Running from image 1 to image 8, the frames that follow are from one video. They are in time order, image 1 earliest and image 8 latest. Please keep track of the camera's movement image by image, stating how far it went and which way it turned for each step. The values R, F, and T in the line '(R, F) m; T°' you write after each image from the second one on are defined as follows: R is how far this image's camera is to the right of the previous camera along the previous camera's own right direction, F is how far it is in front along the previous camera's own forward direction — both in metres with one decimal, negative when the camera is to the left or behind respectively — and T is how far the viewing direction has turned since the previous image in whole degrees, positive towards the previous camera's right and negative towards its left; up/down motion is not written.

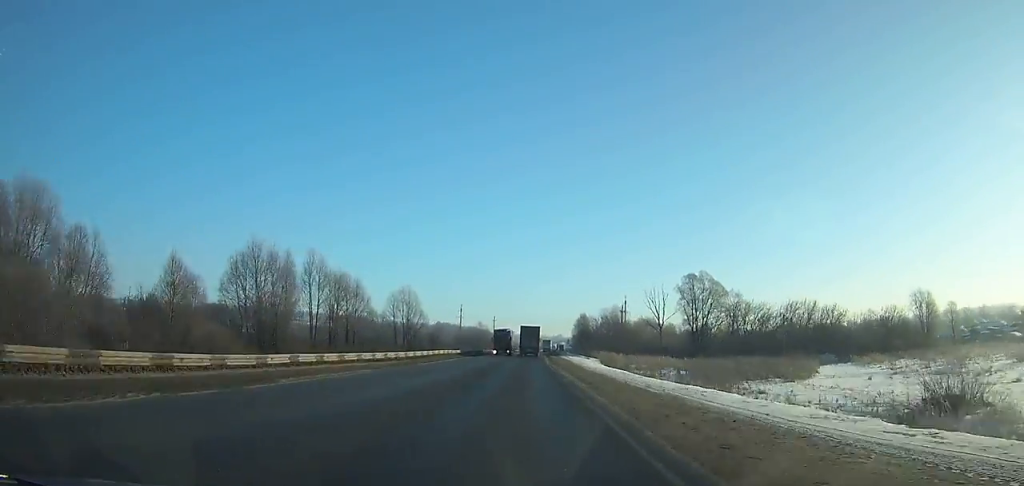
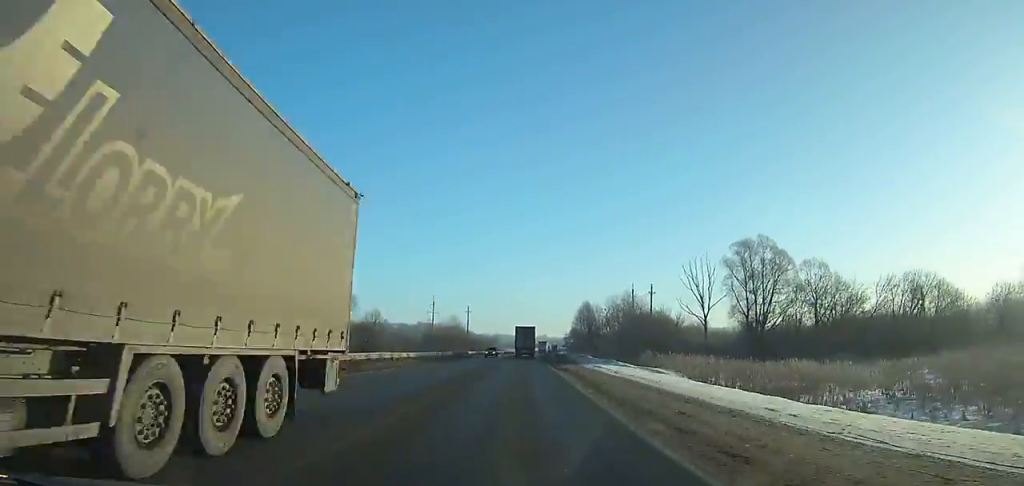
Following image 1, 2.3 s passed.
(+0.3, +41.4) m; +1°
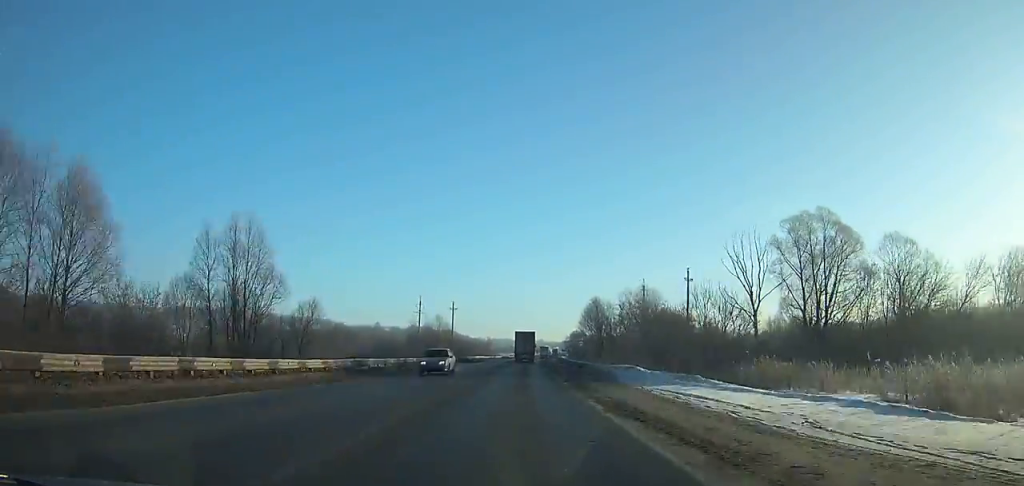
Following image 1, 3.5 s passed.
(0.0, +21.5) m; +1°
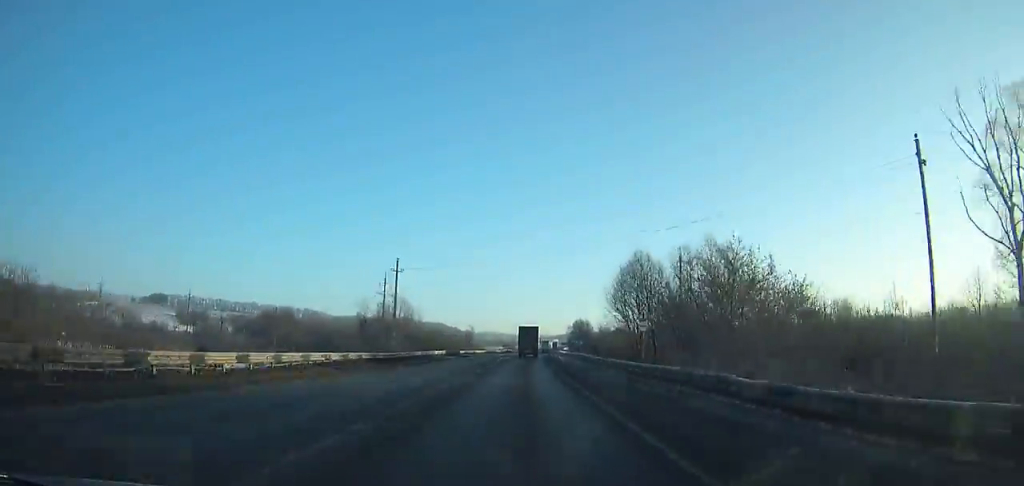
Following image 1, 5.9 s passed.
(+0.5, +42.8) m; +1°
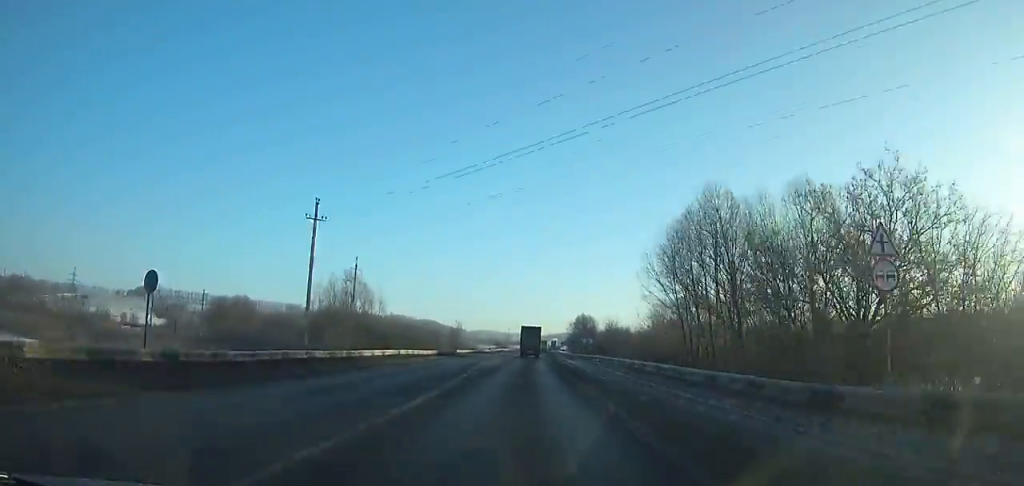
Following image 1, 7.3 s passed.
(+0.1, +24.9) m; +1°
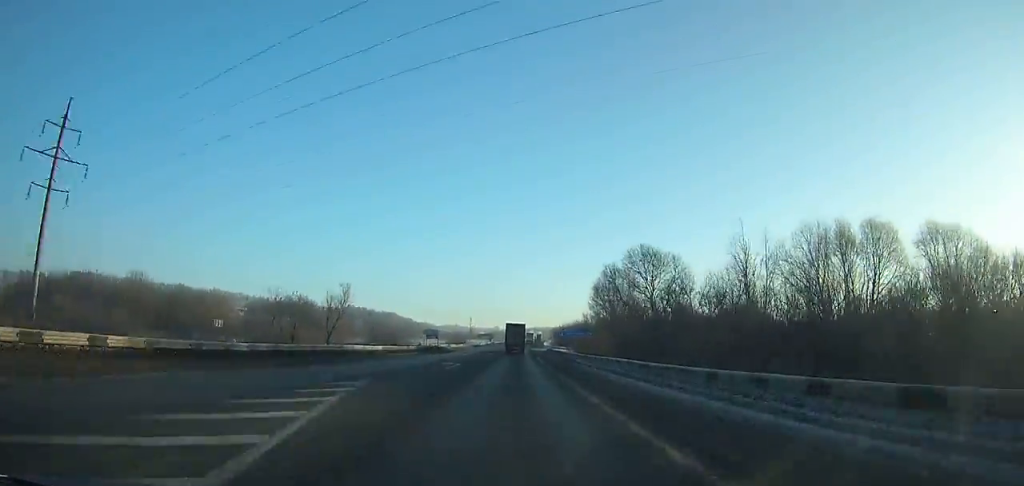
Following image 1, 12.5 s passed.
(+1.3, +91.9) m; +1°
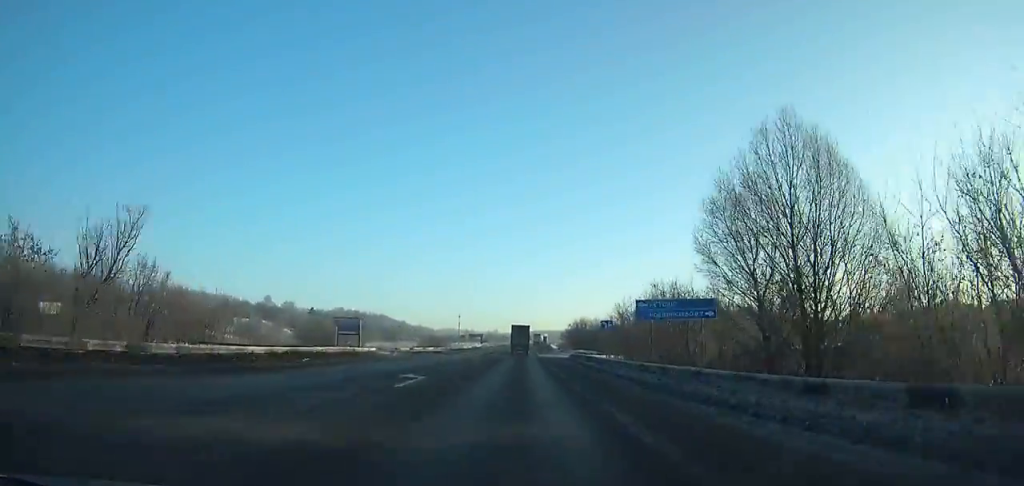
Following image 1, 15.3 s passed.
(+0.2, +49.7) m; 0°
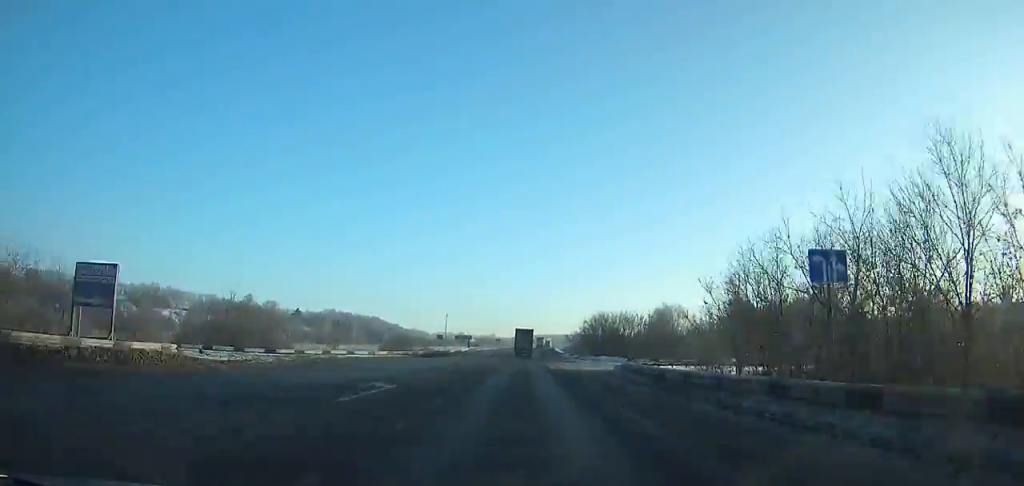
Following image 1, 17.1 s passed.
(+0.1, +32.2) m; 0°
